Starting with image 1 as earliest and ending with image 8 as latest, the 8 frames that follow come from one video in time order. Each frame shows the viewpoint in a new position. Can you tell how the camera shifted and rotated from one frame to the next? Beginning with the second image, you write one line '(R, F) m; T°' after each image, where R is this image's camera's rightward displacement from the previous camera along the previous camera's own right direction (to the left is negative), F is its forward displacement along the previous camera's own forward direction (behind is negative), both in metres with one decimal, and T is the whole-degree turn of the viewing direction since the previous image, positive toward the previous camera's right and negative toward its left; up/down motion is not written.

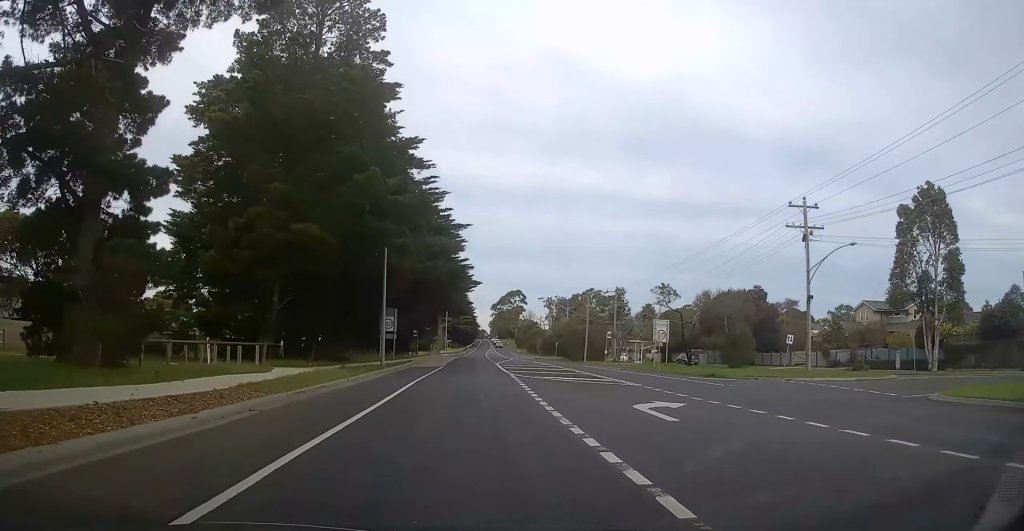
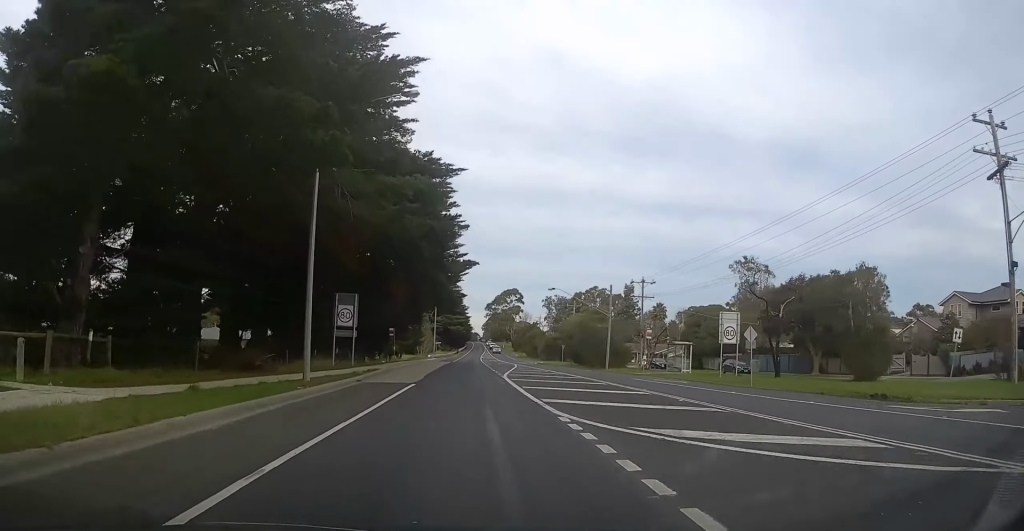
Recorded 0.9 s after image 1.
(+0.5, +16.8) m; 0°
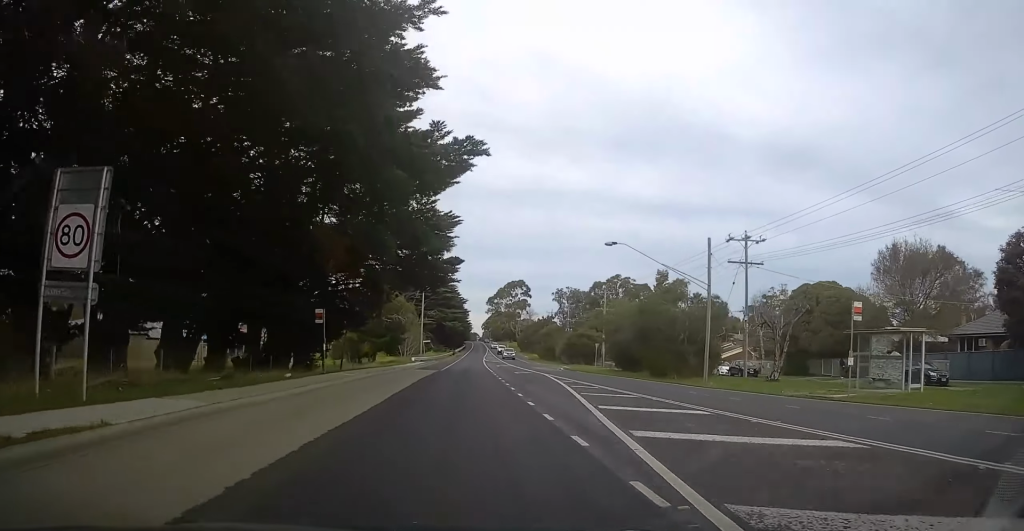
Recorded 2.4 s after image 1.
(-0.5, +28.2) m; 0°
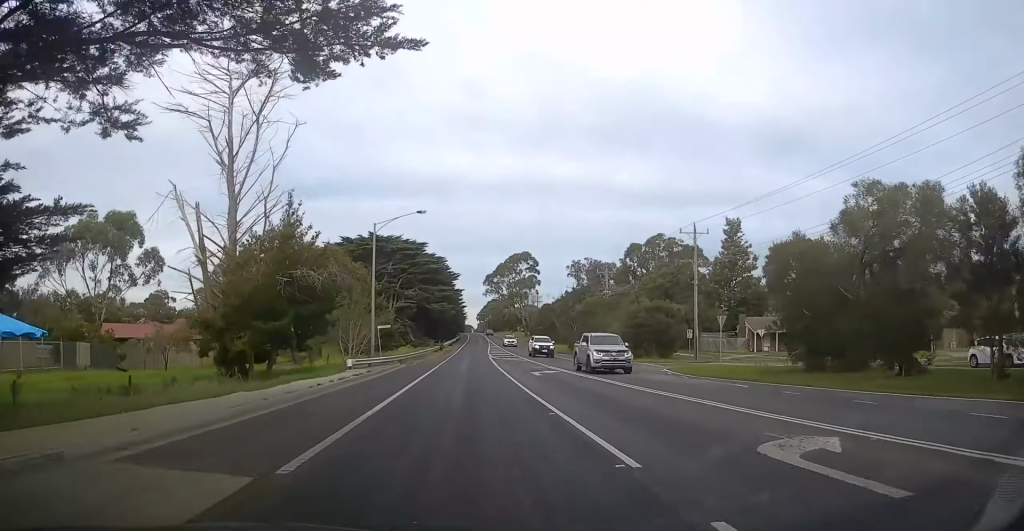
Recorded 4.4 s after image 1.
(-0.3, +39.6) m; 0°
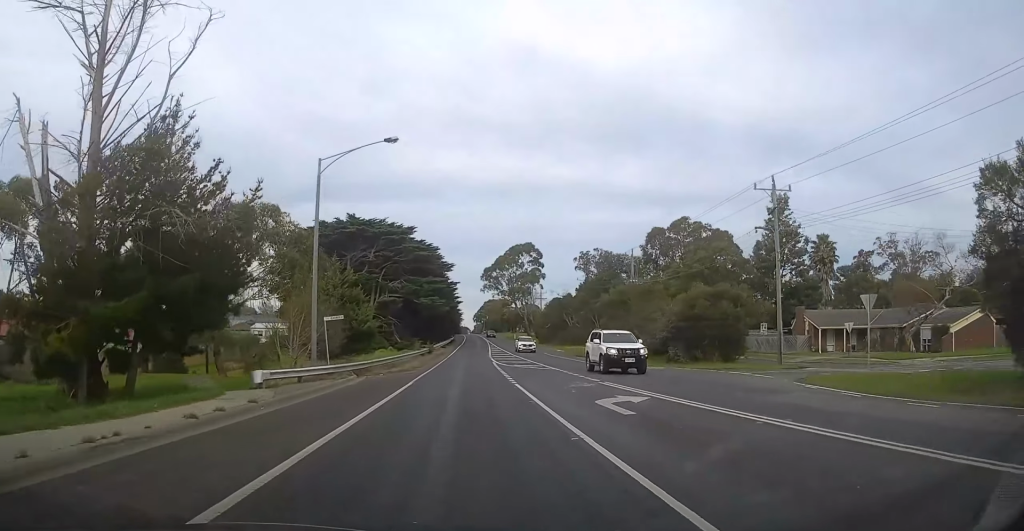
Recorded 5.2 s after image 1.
(+0.2, +15.9) m; +1°
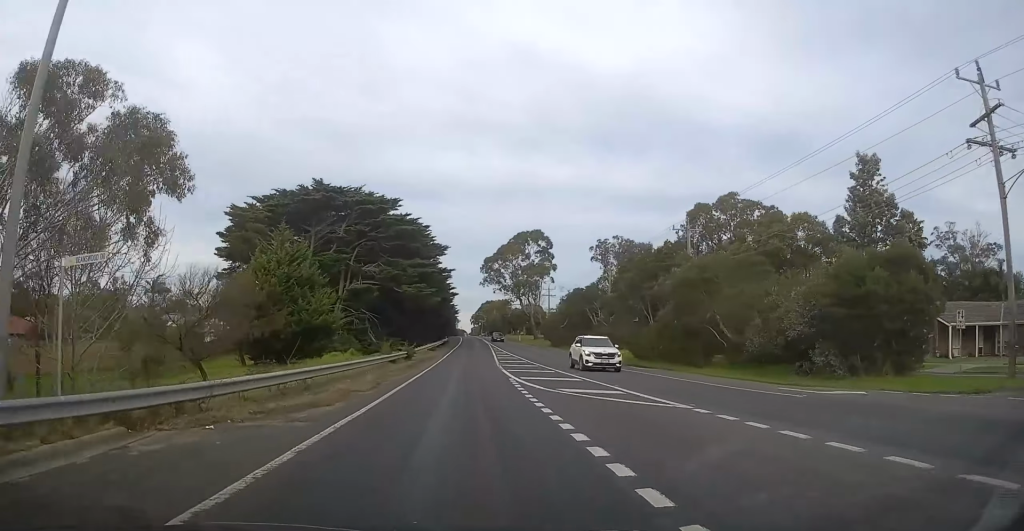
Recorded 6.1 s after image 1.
(+0.2, +19.9) m; +1°
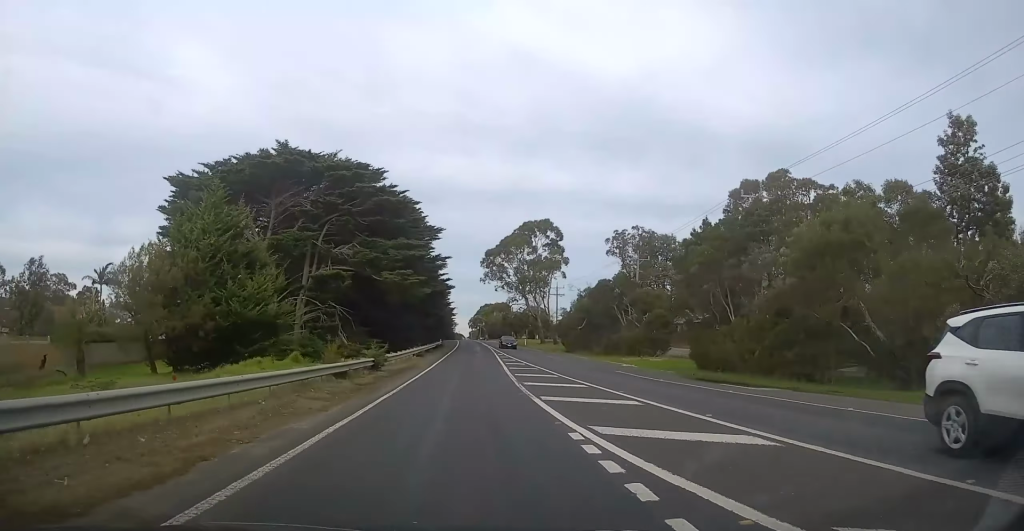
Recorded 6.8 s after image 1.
(-0.3, +13.9) m; 0°
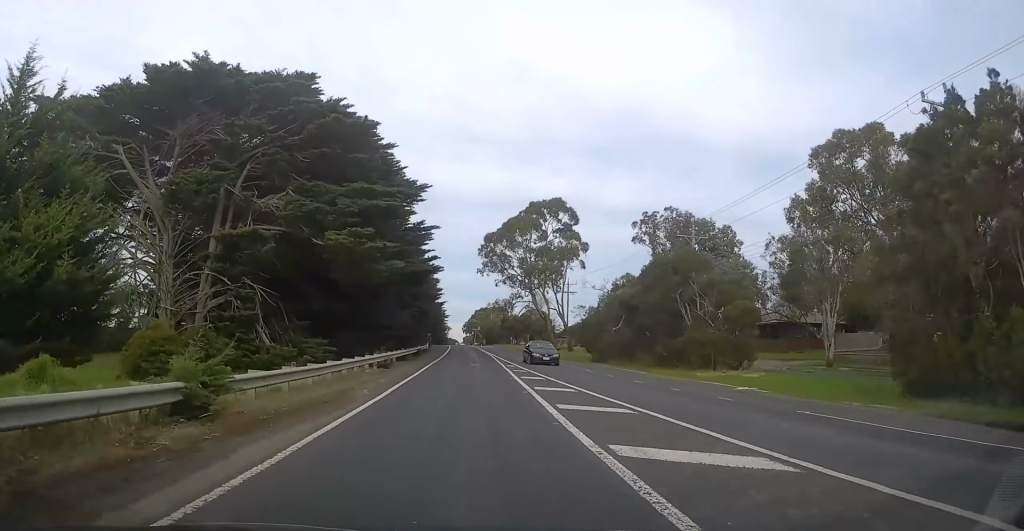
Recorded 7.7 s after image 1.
(+0.6, +18.6) m; +1°
